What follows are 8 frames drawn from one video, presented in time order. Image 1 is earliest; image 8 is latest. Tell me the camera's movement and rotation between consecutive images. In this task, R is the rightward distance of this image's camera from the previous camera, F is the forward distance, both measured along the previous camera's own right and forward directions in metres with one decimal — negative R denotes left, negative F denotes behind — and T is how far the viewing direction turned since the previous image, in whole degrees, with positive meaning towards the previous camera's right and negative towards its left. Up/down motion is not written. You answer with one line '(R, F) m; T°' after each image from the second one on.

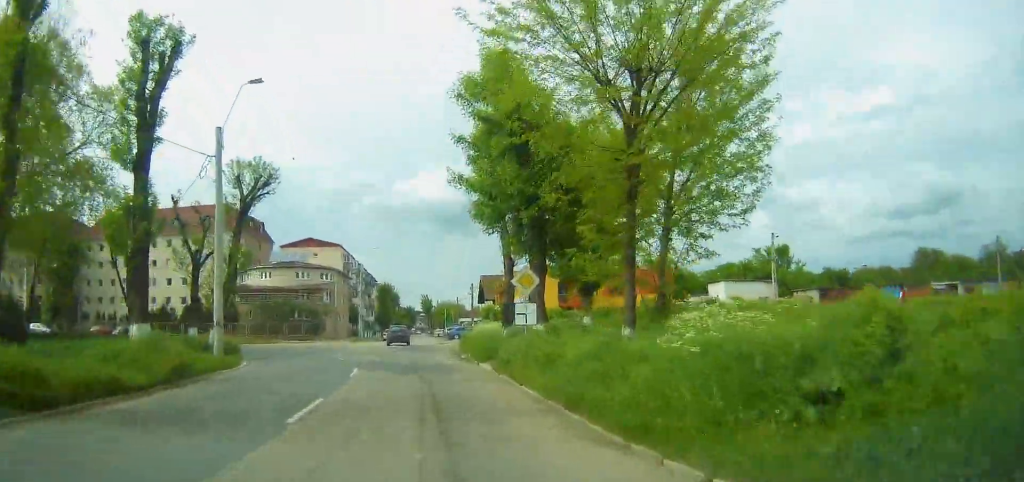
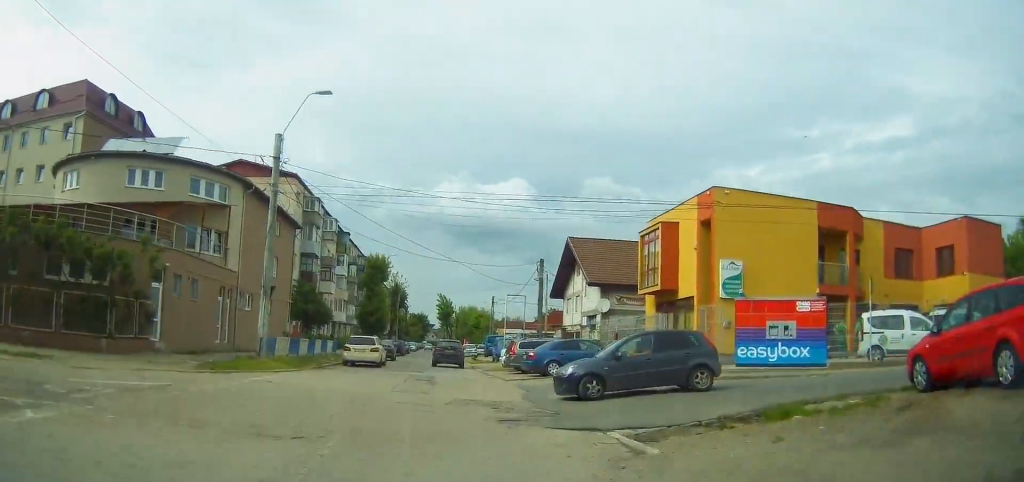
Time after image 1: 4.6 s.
(-0.9, +50.2) m; 0°
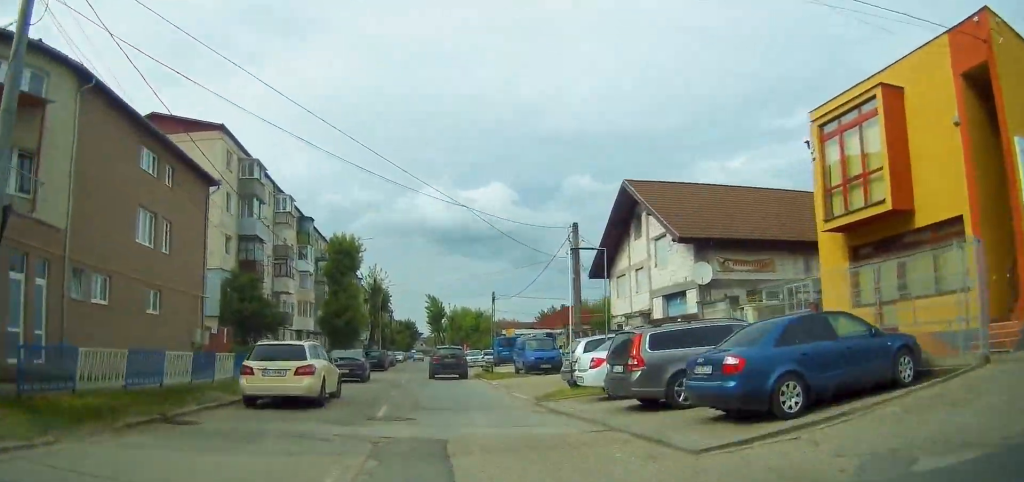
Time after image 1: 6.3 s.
(+0.1, +16.5) m; +1°
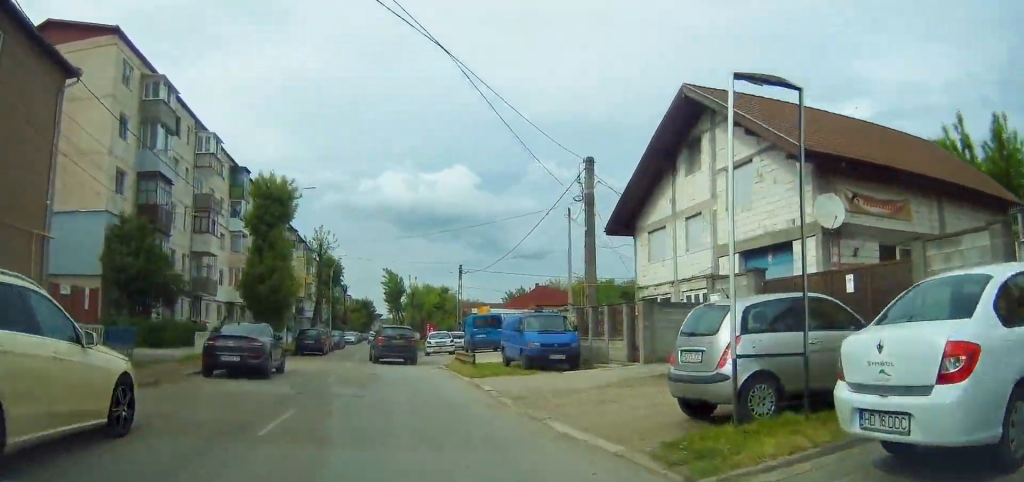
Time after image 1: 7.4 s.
(+0.4, +10.5) m; 0°
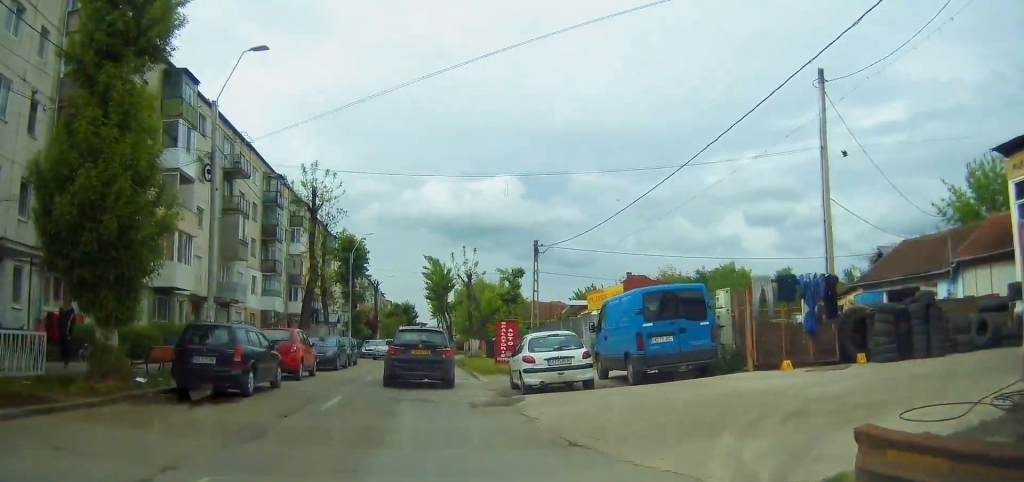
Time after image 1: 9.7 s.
(-0.4, +20.4) m; -1°
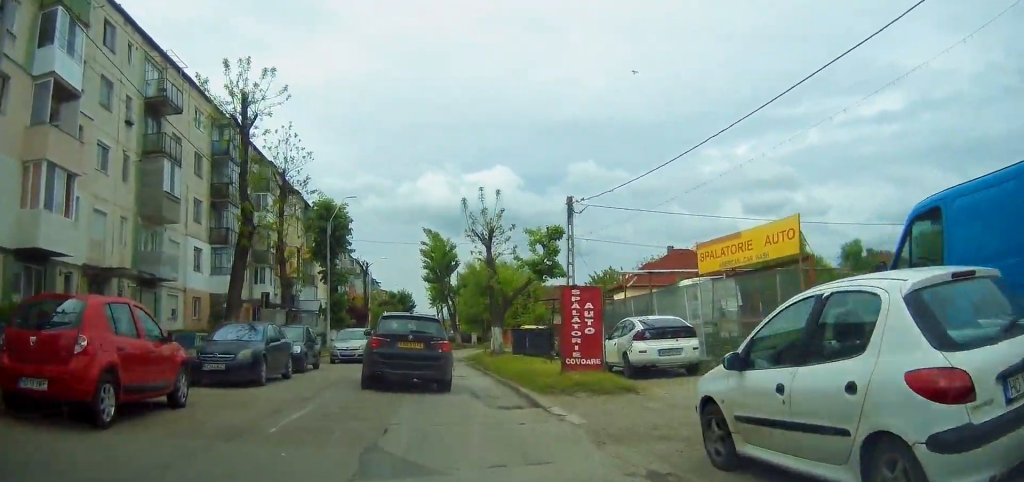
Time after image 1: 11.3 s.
(+0.1, +12.2) m; +1°
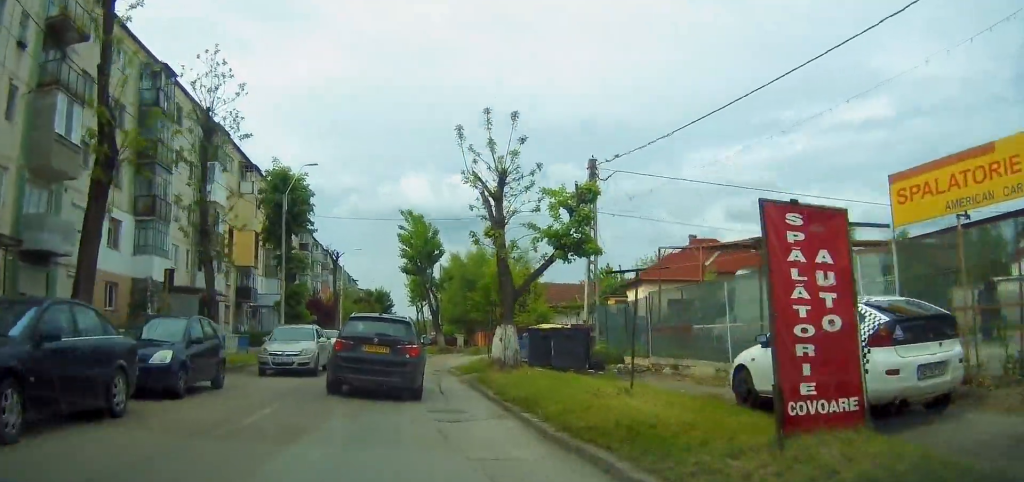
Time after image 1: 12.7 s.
(+0.1, +9.4) m; 0°
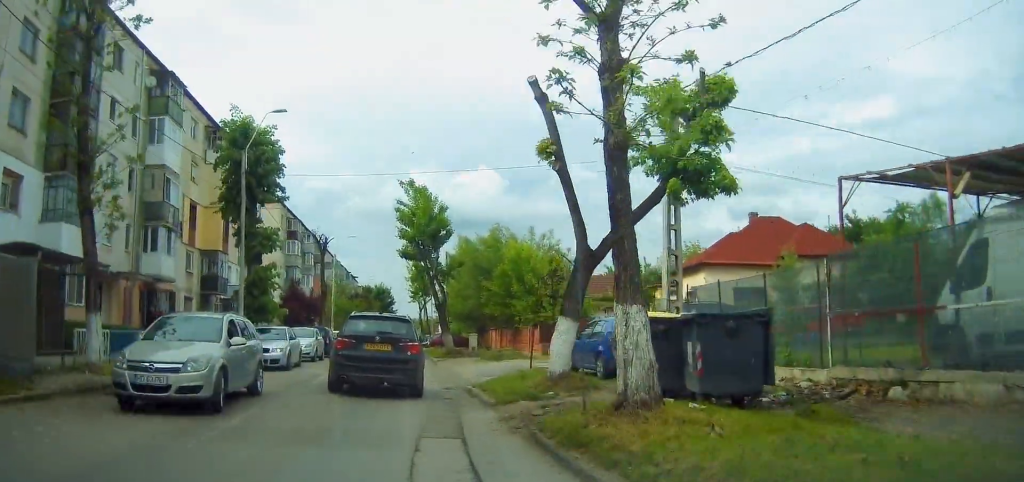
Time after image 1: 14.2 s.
(0.0, +9.6) m; 0°
